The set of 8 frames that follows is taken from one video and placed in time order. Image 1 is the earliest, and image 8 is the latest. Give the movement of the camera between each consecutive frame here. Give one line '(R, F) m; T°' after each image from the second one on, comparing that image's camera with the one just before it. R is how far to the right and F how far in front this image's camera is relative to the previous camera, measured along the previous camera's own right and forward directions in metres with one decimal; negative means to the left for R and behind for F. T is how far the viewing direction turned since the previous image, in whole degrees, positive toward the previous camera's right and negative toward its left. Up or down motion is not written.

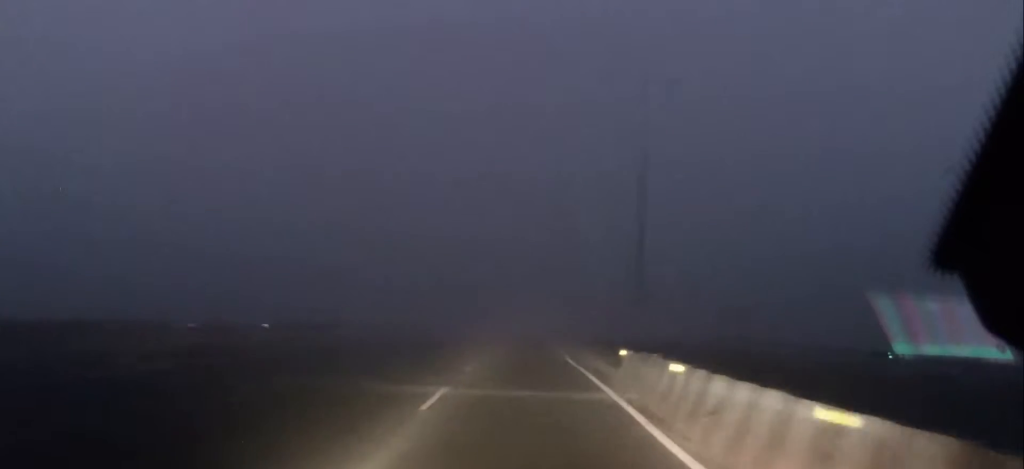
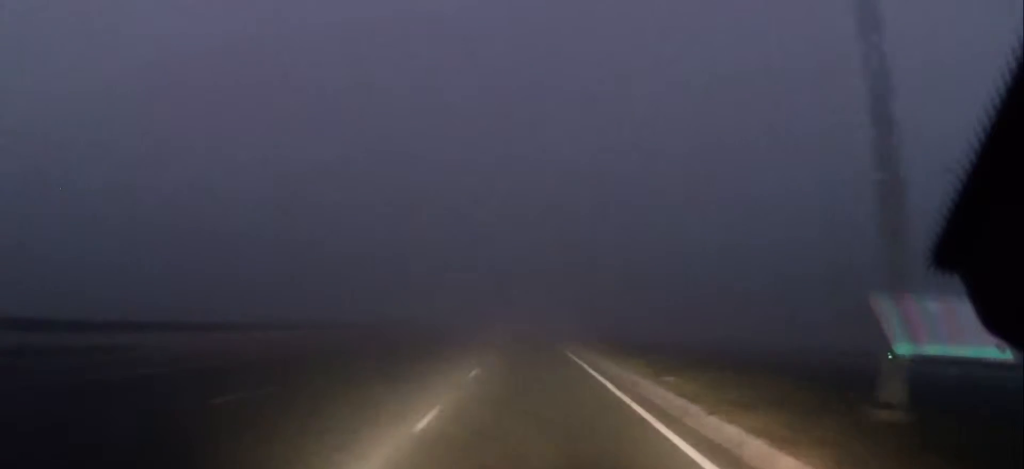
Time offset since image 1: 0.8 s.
(0.0, +20.4) m; +1°
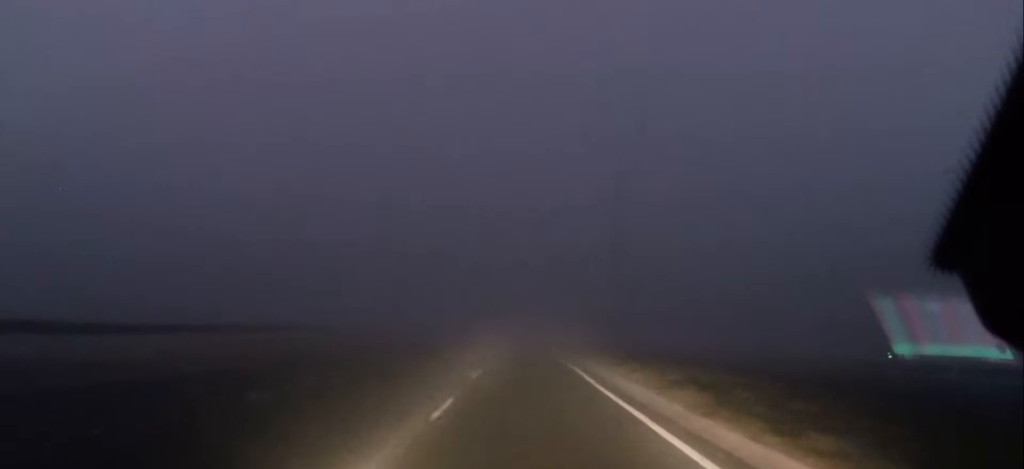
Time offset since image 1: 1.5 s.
(+0.1, +15.5) m; +1°
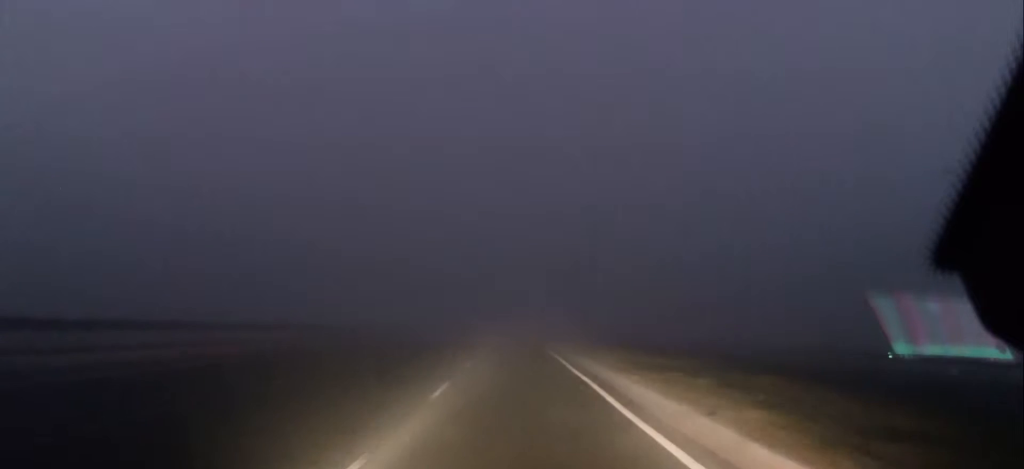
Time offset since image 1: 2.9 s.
(+0.5, +34.2) m; 0°
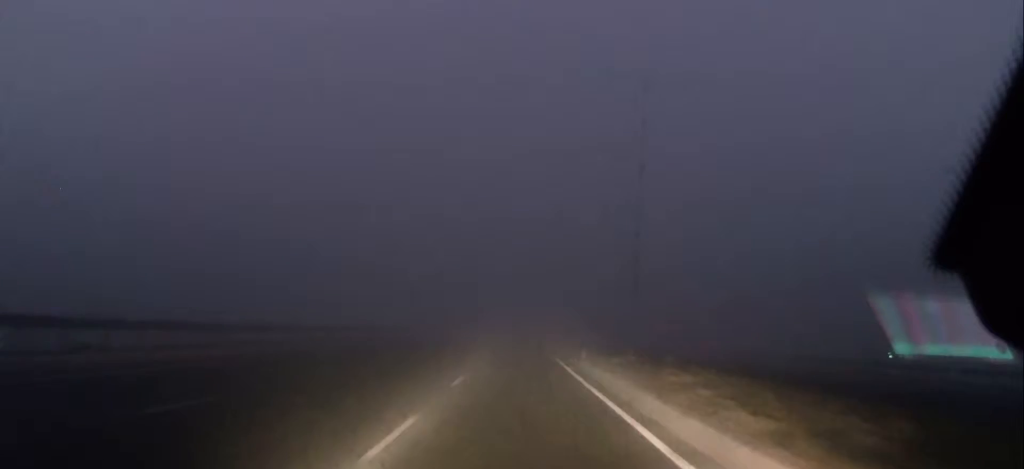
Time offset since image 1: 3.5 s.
(-0.1, +14.7) m; -1°
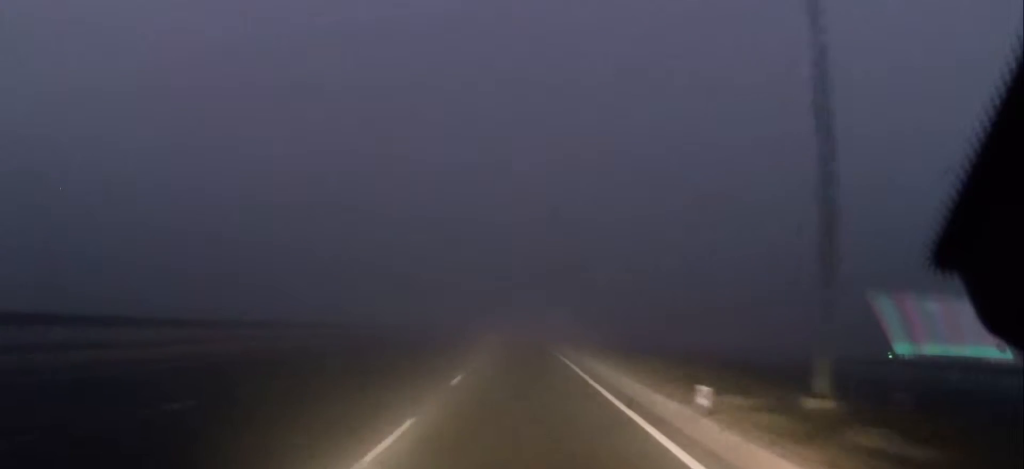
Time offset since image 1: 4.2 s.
(-0.3, +18.7) m; -1°
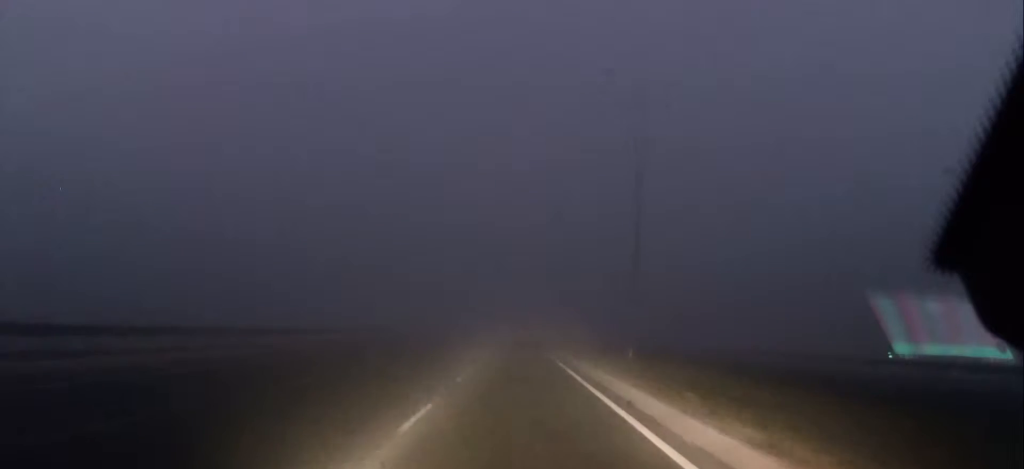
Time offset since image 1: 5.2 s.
(+0.1, +24.3) m; +1°
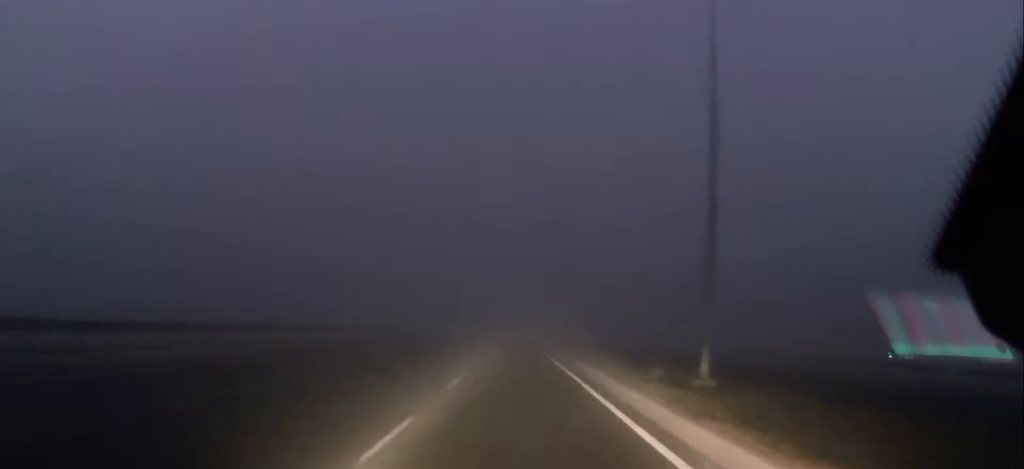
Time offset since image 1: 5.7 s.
(+0.3, +11.3) m; 0°
